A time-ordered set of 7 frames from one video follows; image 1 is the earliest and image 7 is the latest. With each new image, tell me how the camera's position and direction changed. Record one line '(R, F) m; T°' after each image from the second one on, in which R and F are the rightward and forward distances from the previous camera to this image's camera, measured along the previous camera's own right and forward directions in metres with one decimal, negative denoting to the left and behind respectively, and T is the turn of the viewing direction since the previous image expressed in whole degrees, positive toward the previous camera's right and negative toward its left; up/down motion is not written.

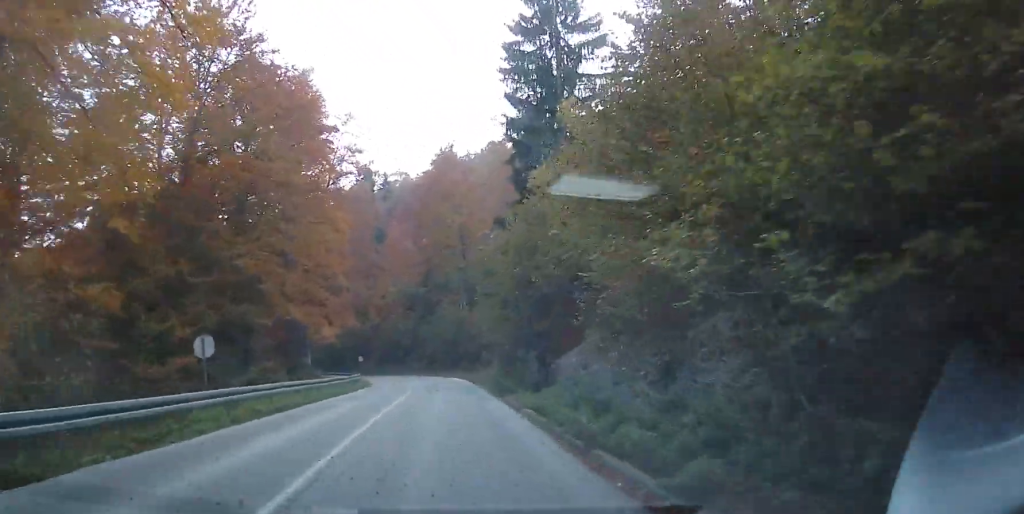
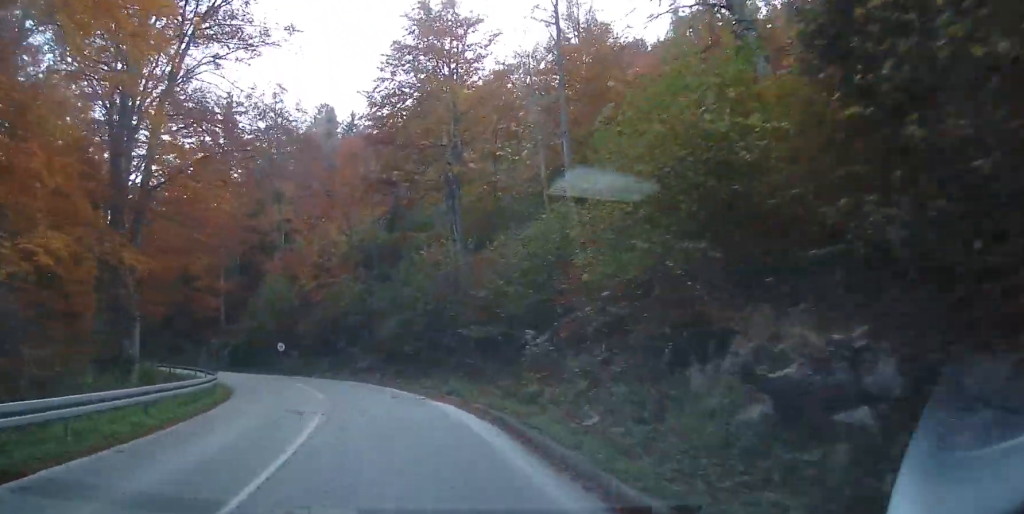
(+0.8, +28.6) m; -1°
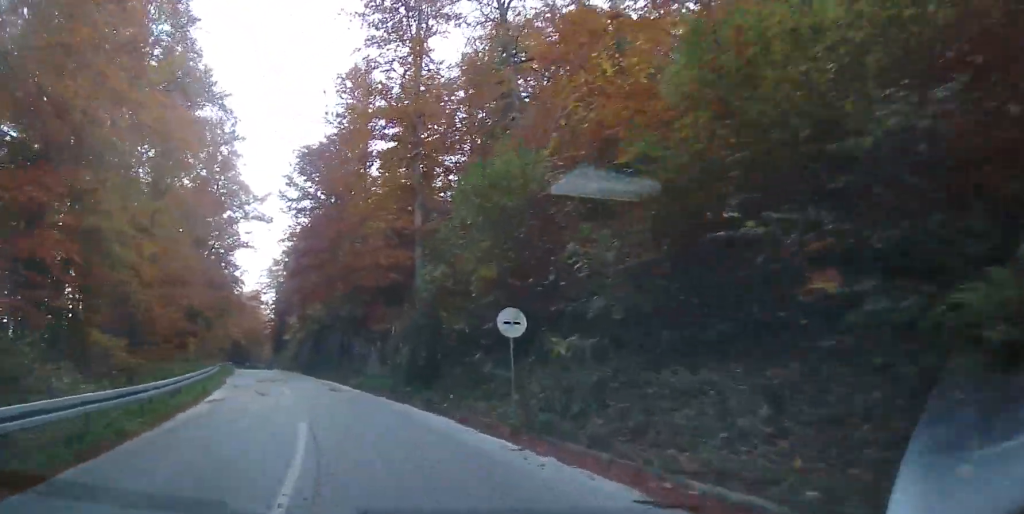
(-4.6, +32.6) m; -23°
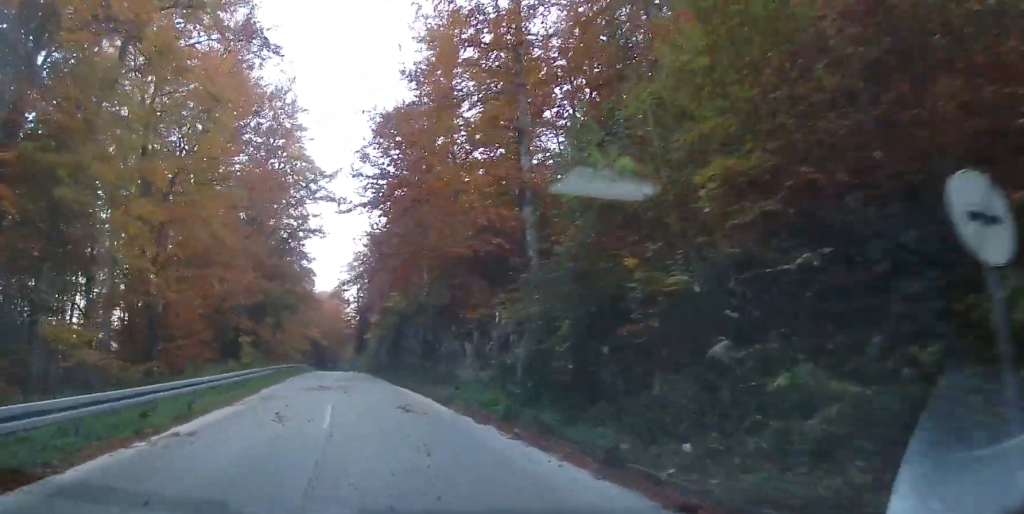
(-0.8, +9.0) m; -6°
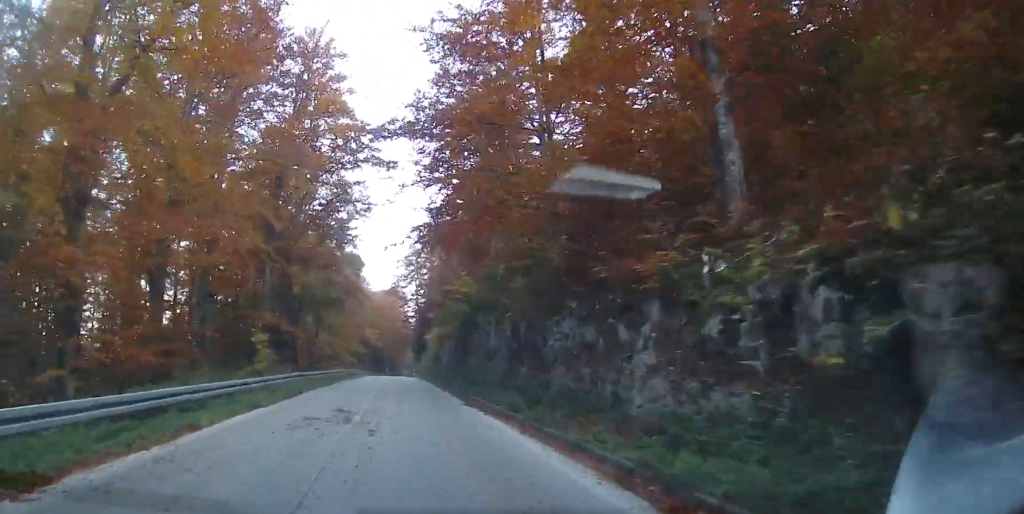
(-0.7, +11.5) m; -6°
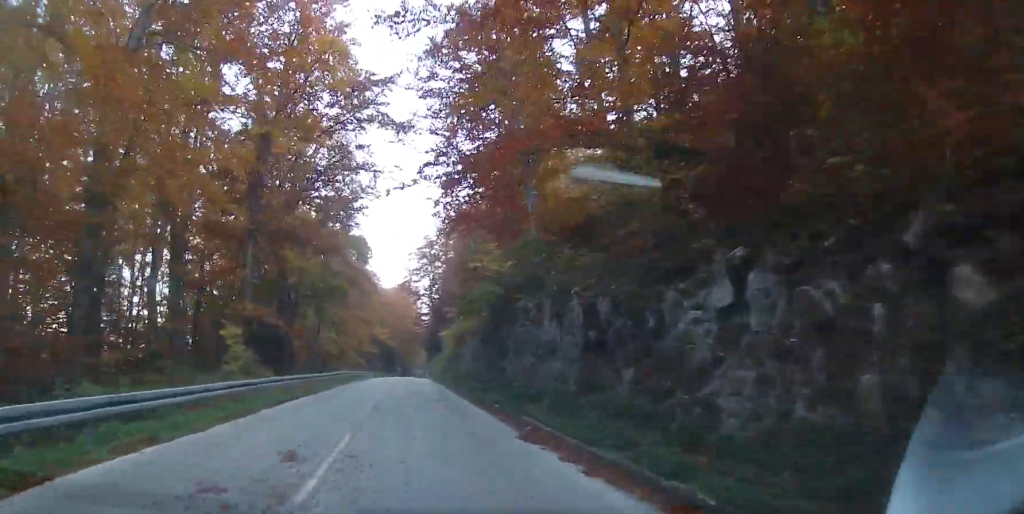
(-0.1, +7.2) m; -3°
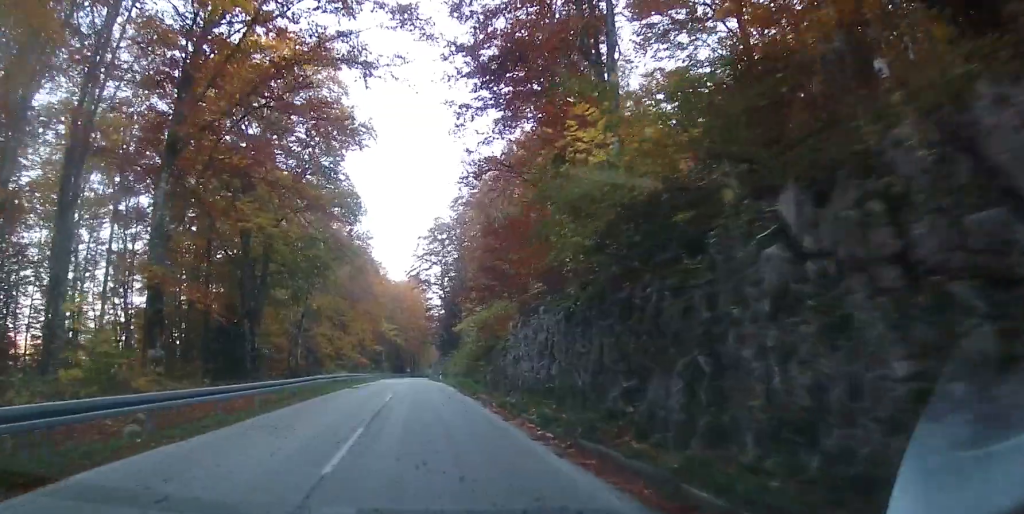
(-0.5, +12.3) m; -4°
